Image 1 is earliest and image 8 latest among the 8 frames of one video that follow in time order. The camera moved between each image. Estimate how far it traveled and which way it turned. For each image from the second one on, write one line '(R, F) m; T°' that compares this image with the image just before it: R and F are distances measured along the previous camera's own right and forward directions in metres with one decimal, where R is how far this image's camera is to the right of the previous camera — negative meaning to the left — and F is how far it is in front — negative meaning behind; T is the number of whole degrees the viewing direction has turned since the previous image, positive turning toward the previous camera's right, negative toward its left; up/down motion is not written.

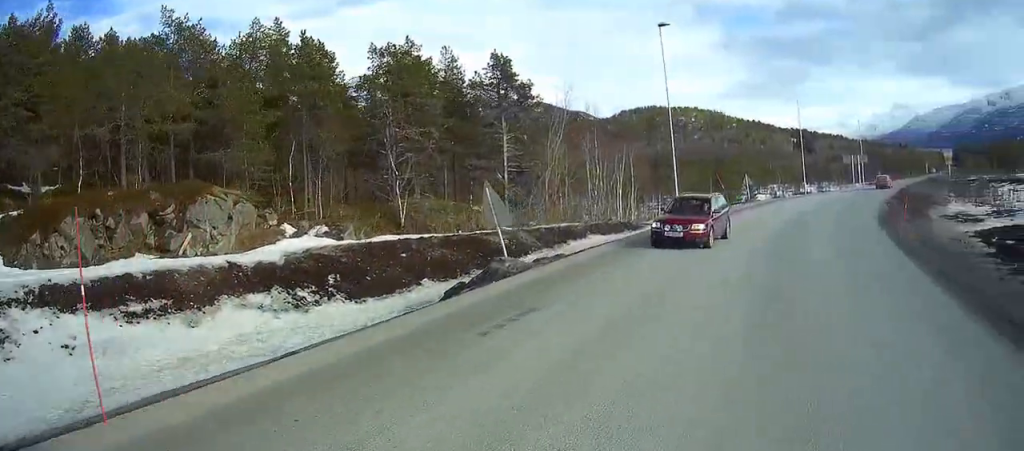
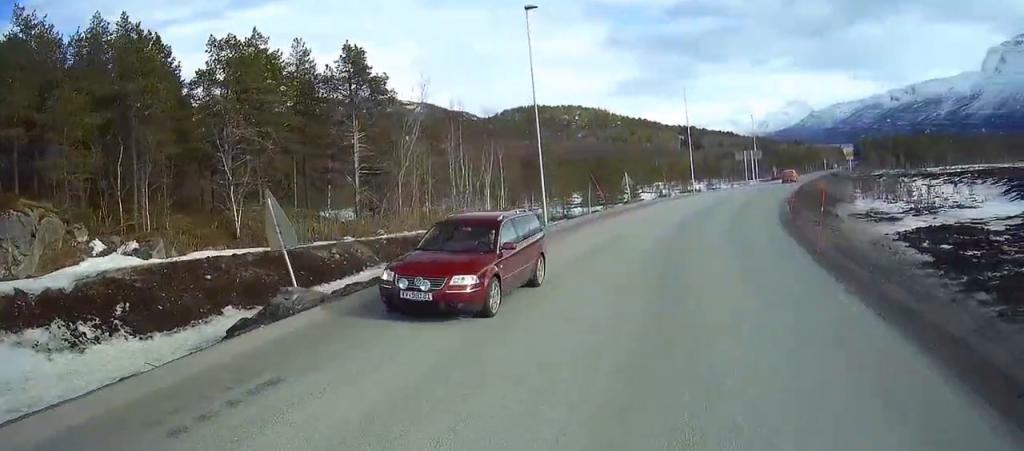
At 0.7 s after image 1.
(+0.2, +3.2) m; +11°
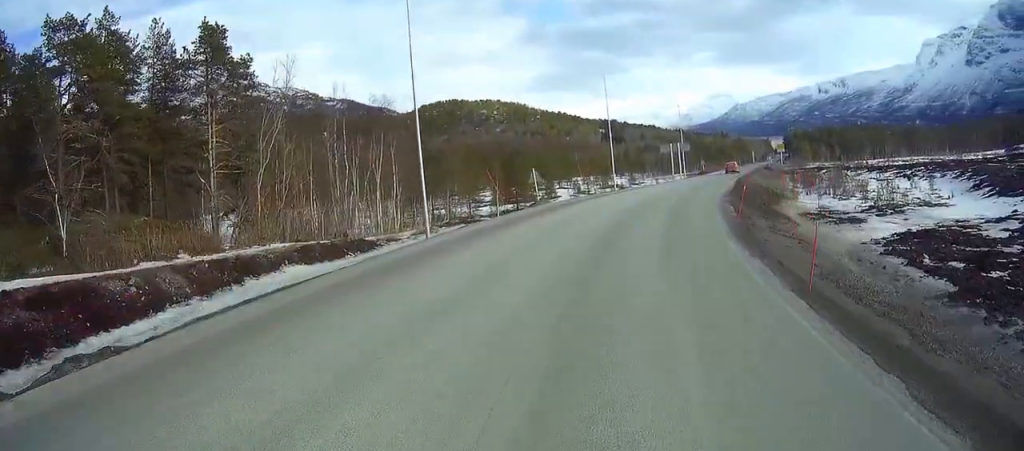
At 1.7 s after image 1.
(+0.7, +5.5) m; +8°
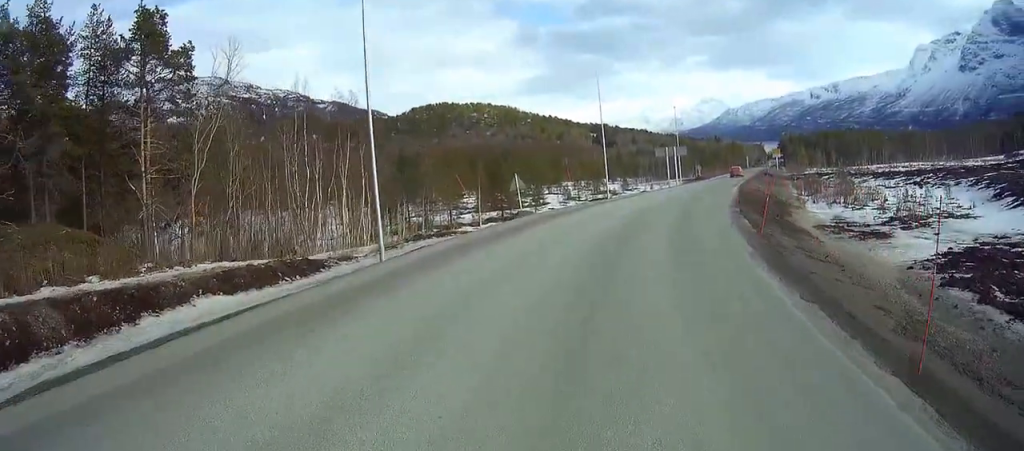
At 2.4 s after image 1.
(0.0, +4.5) m; 0°
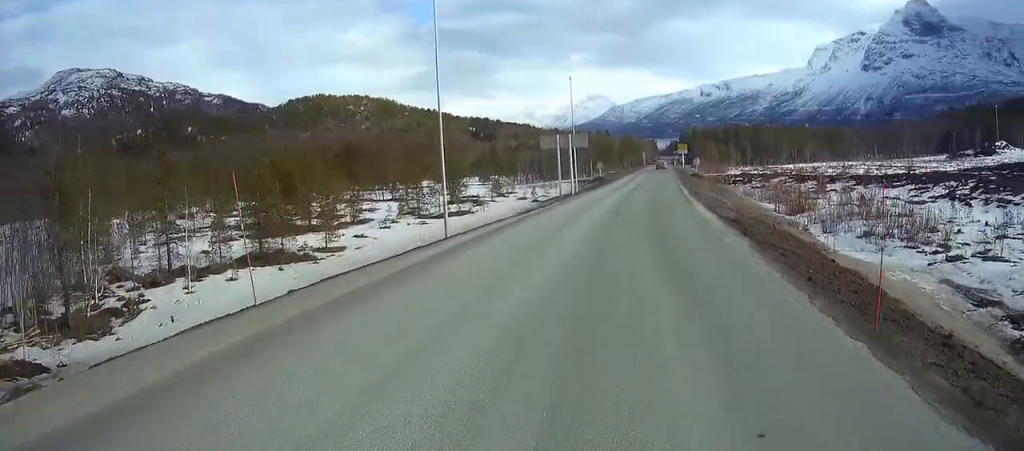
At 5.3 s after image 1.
(+1.2, +23.4) m; +8°
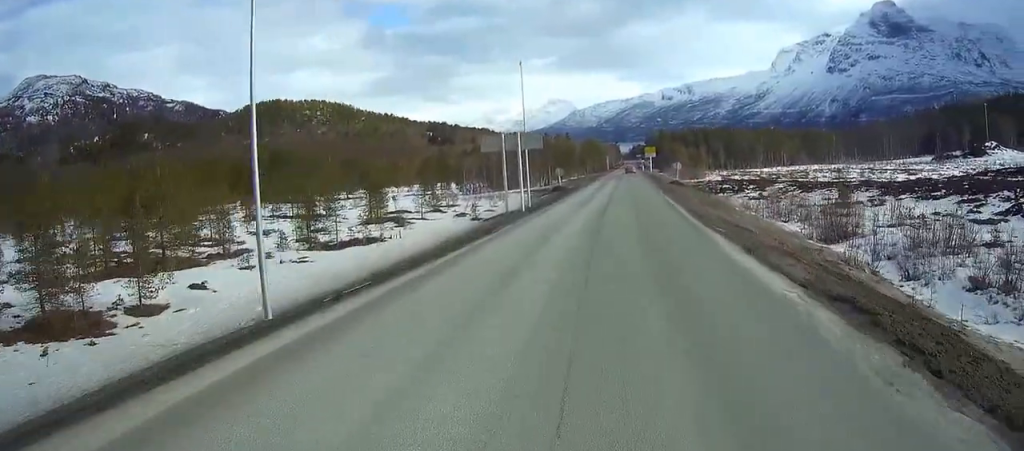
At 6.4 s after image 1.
(+0.5, +12.2) m; +4°
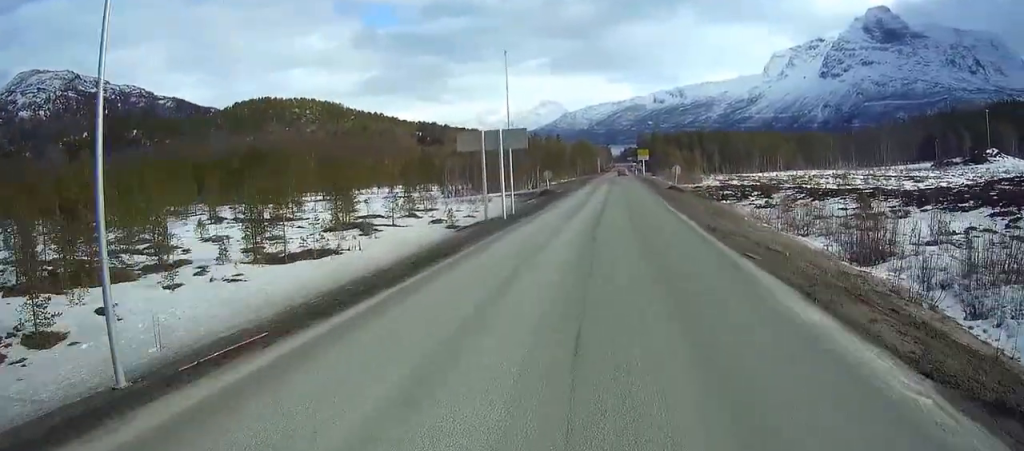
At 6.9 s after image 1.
(0.0, +4.9) m; +1°
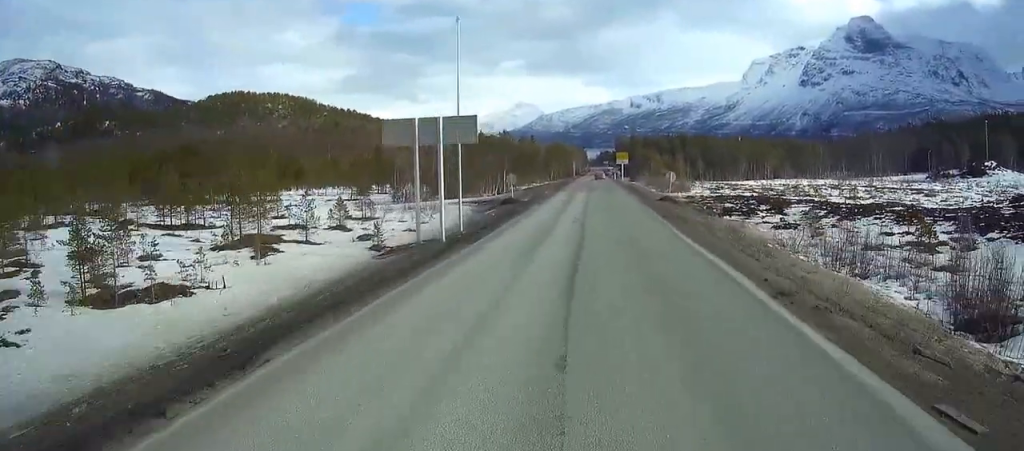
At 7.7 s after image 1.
(+0.2, +10.1) m; +2°
